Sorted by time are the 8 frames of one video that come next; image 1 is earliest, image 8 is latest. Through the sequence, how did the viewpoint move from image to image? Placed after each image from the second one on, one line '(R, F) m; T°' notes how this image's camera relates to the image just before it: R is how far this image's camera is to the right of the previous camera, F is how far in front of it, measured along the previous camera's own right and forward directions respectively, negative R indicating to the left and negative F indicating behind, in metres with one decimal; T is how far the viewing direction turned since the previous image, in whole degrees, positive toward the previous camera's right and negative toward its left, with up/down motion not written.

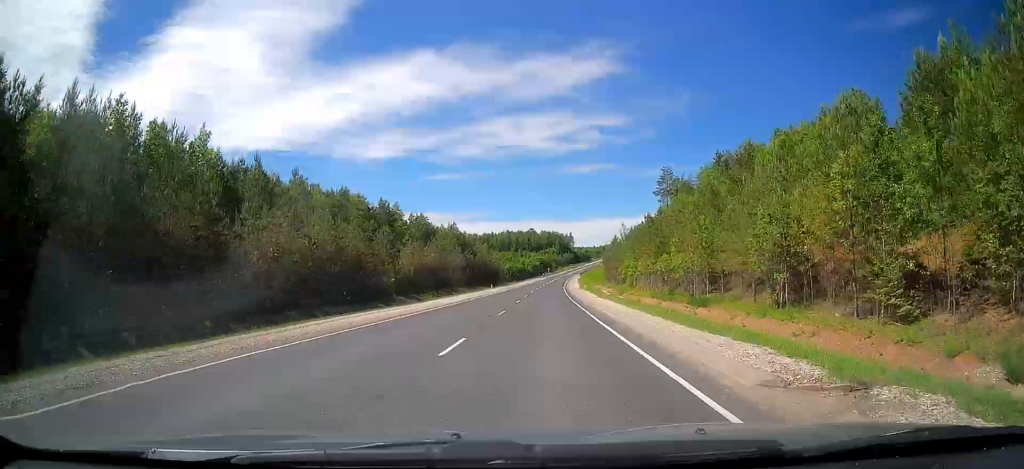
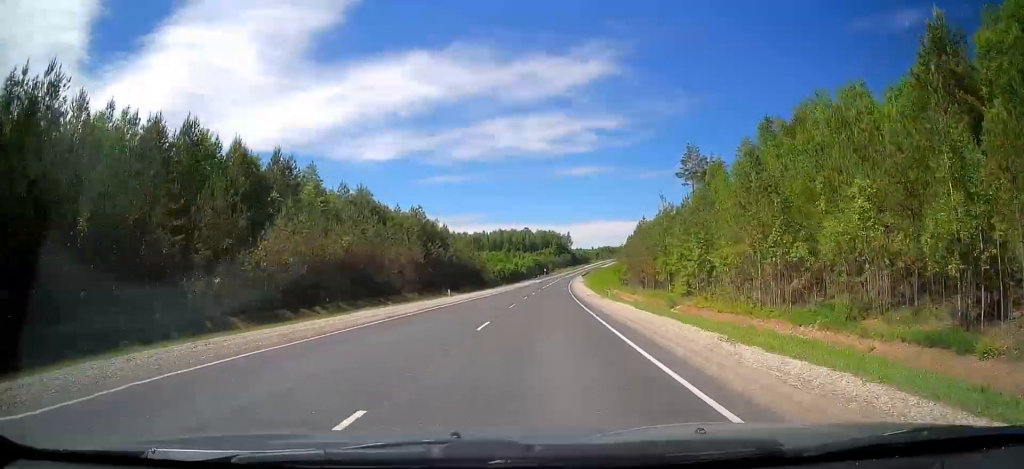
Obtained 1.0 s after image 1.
(0.0, +31.4) m; +1°
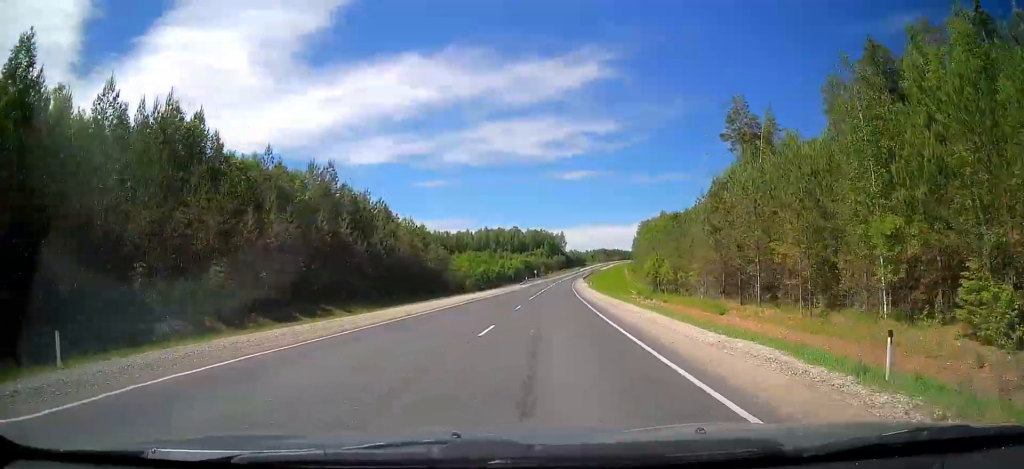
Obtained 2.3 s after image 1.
(+0.7, +37.2) m; +1°
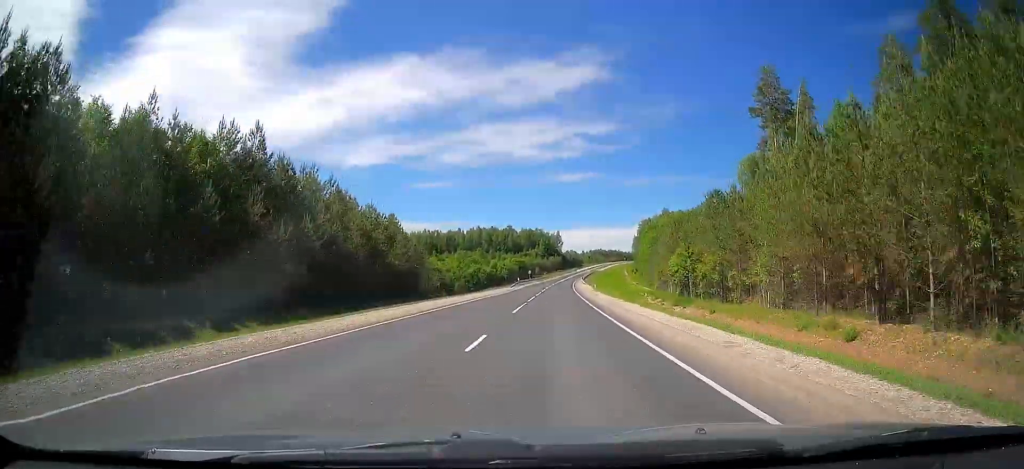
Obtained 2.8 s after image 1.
(0.0, +15.1) m; 0°
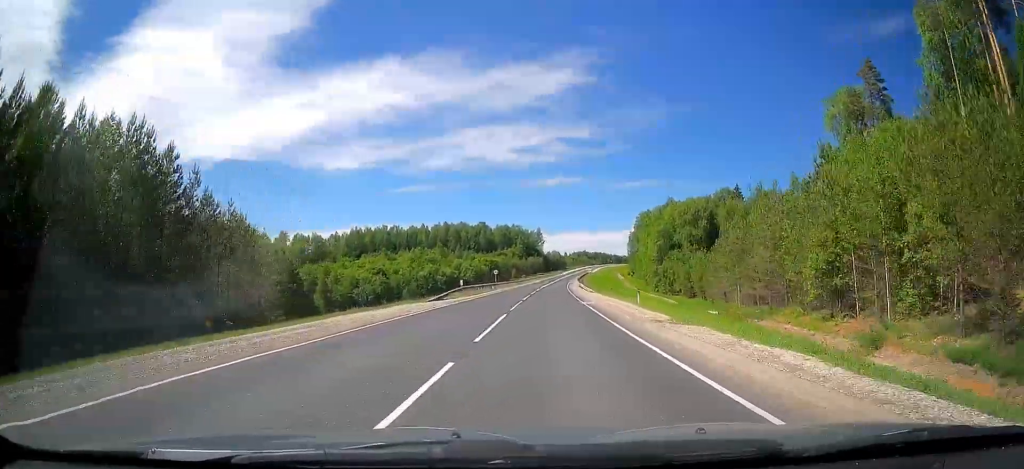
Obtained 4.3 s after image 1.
(+0.2, +46.1) m; +1°
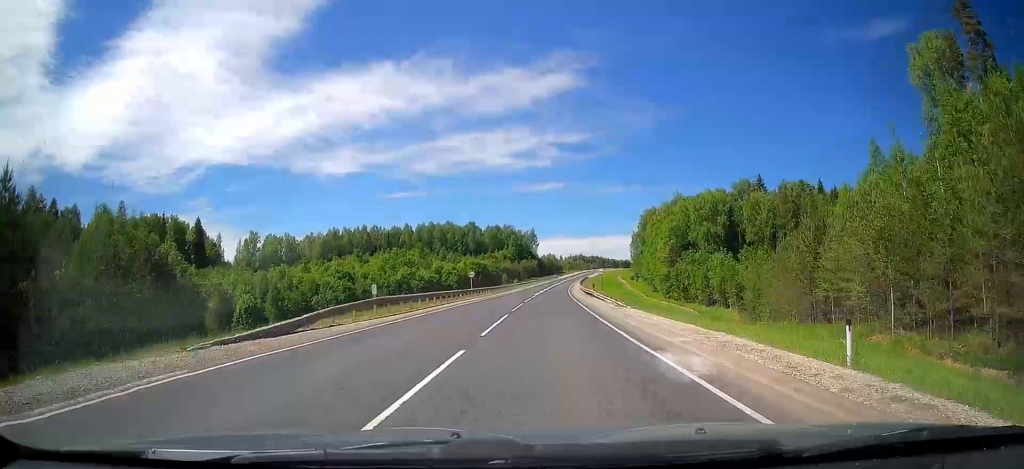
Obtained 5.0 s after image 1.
(+0.3, +21.9) m; +1°
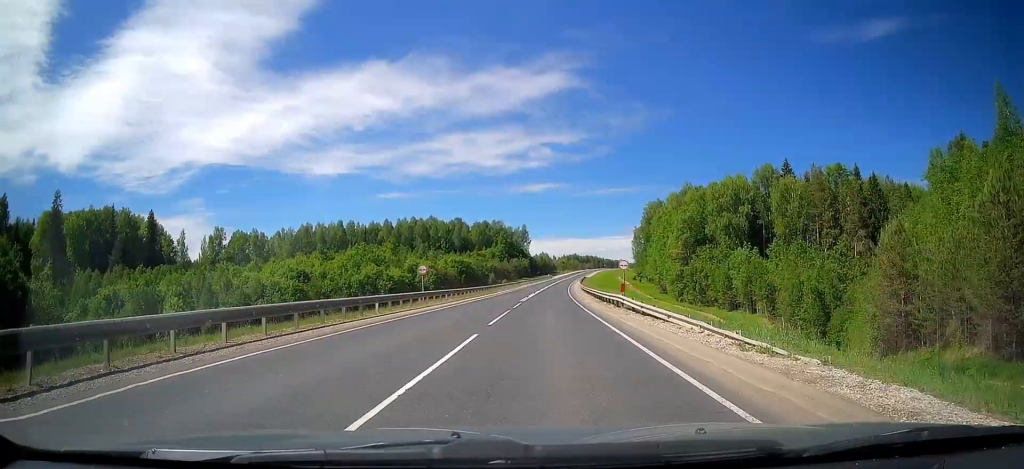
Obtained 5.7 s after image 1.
(+0.1, +20.9) m; +1°
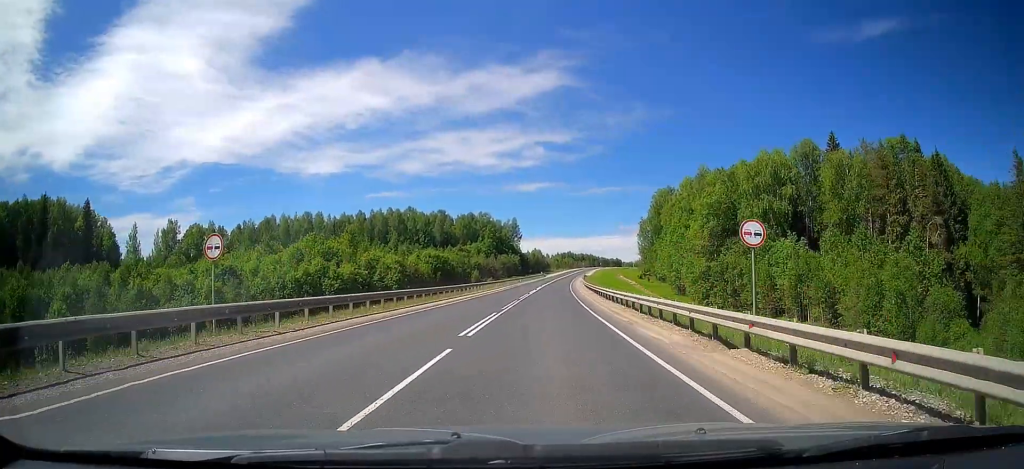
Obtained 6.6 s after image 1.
(+0.2, +24.8) m; +1°
